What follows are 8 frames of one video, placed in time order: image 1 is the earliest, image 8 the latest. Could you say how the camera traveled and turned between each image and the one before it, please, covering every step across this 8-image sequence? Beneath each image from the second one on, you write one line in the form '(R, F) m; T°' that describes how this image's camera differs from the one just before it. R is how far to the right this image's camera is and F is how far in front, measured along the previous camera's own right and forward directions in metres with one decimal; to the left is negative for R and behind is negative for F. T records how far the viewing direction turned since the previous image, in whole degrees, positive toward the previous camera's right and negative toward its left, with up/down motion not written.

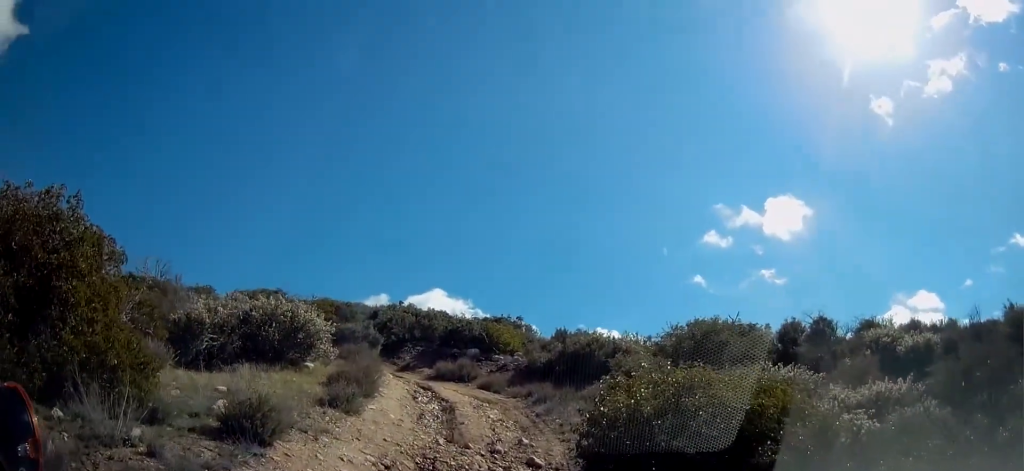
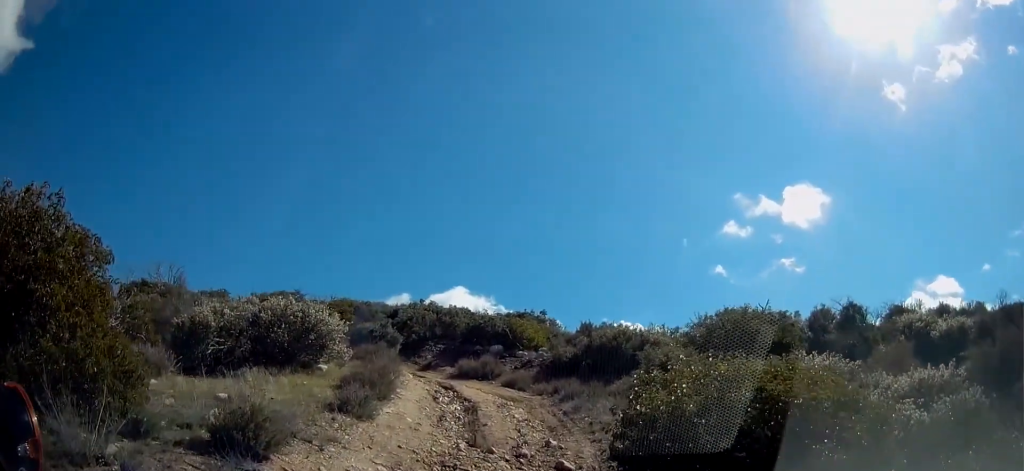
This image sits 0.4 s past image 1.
(-0.1, +0.8) m; -4°
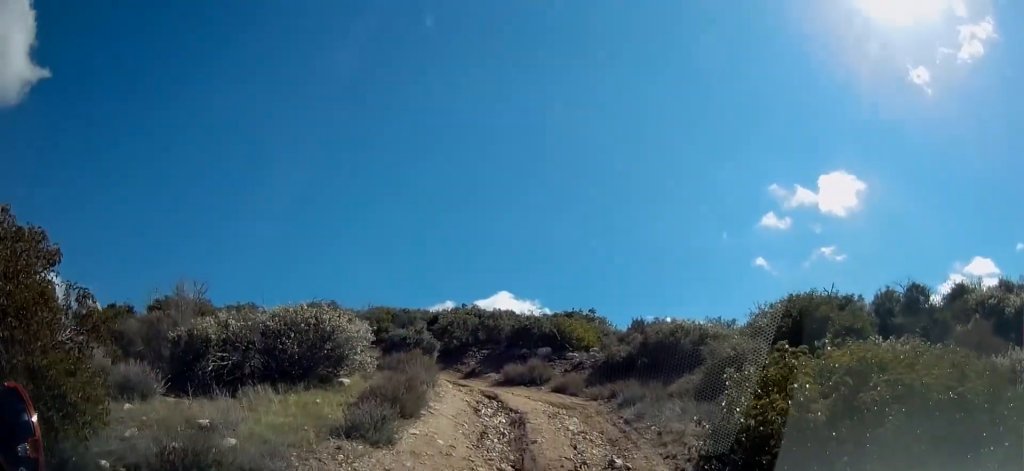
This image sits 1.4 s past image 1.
(-0.1, +2.0) m; -2°
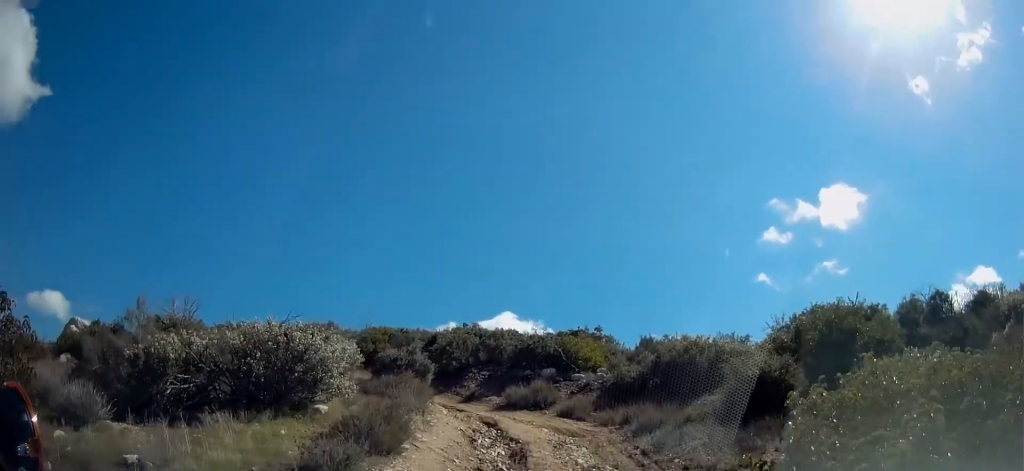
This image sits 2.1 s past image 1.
(0.0, +1.5) m; 0°
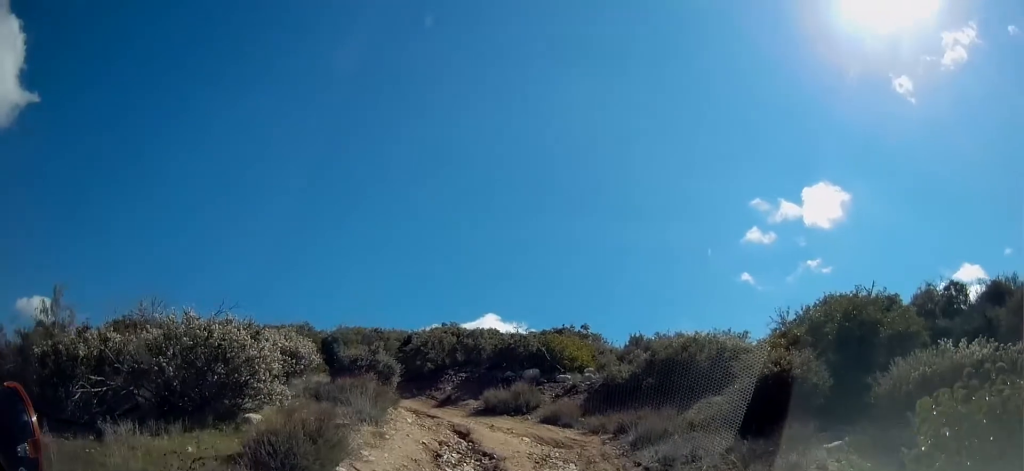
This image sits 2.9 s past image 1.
(0.0, +2.0) m; 0°
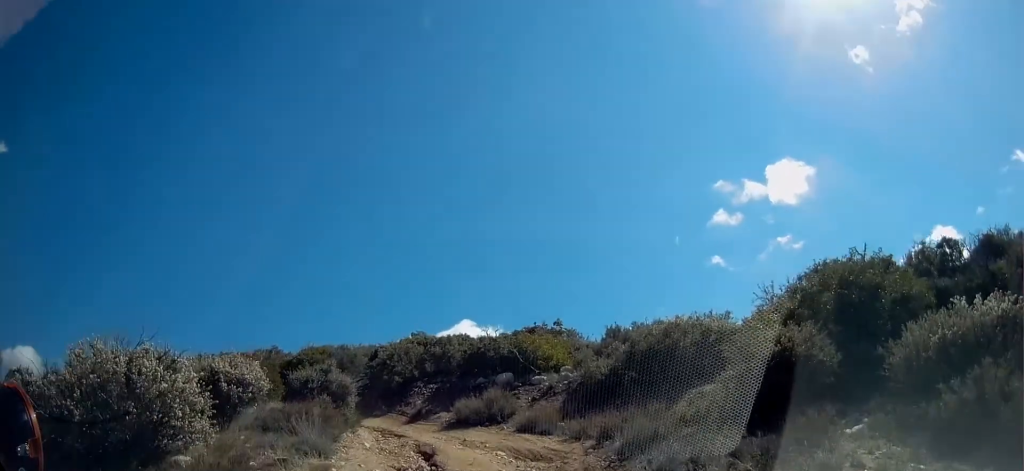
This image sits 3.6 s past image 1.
(0.0, +1.5) m; 0°
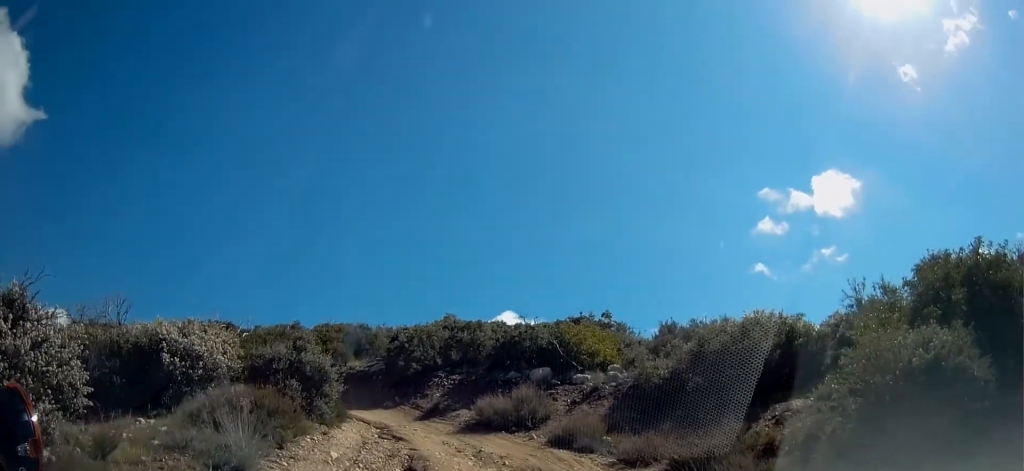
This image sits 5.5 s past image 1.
(0.0, +3.9) m; 0°
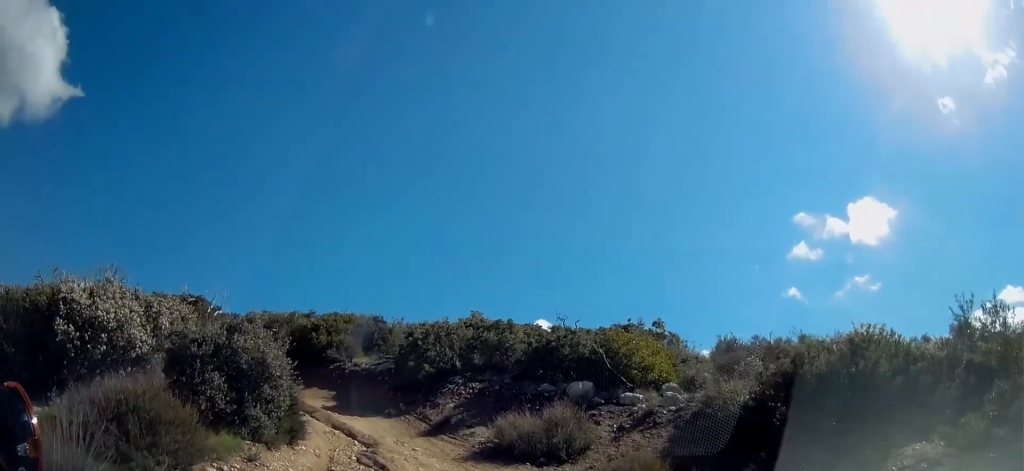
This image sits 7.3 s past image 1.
(0.0, +3.3) m; -4°
